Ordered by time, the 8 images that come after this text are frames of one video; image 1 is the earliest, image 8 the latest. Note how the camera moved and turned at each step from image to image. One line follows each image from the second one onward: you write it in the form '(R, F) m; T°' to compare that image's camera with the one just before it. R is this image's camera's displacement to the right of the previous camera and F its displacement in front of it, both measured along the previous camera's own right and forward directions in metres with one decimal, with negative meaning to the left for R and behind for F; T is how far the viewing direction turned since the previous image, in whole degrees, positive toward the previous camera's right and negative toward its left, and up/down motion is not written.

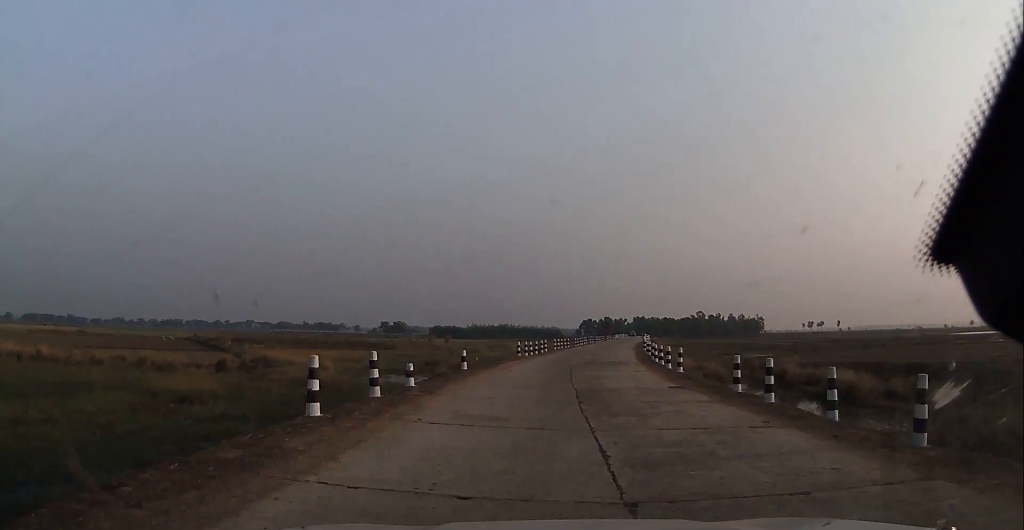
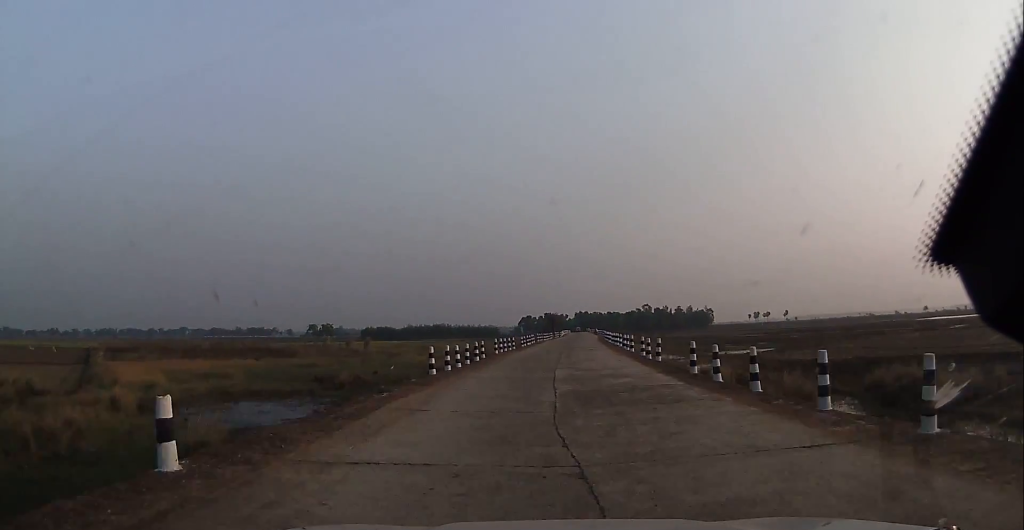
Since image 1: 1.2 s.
(+1.1, +21.6) m; +5°
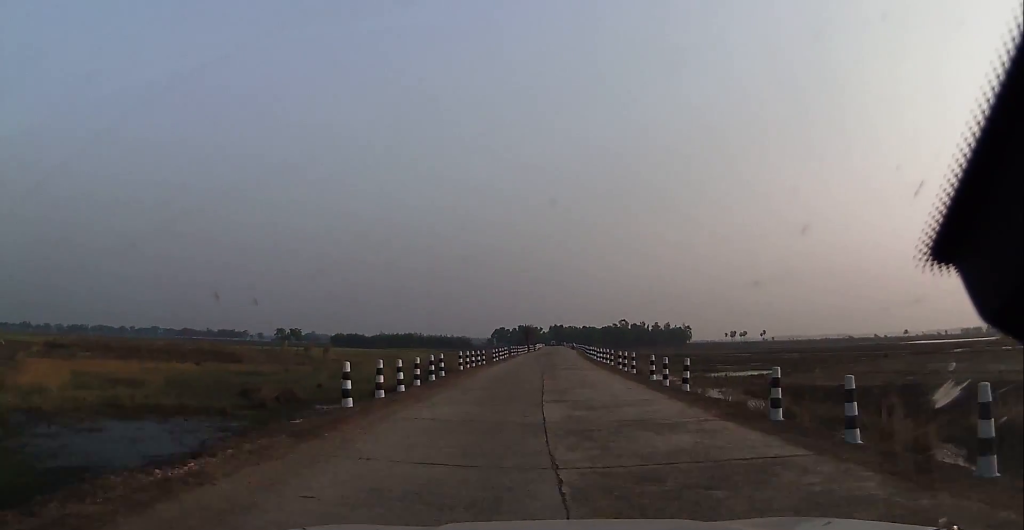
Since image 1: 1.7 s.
(+0.2, +9.3) m; +1°
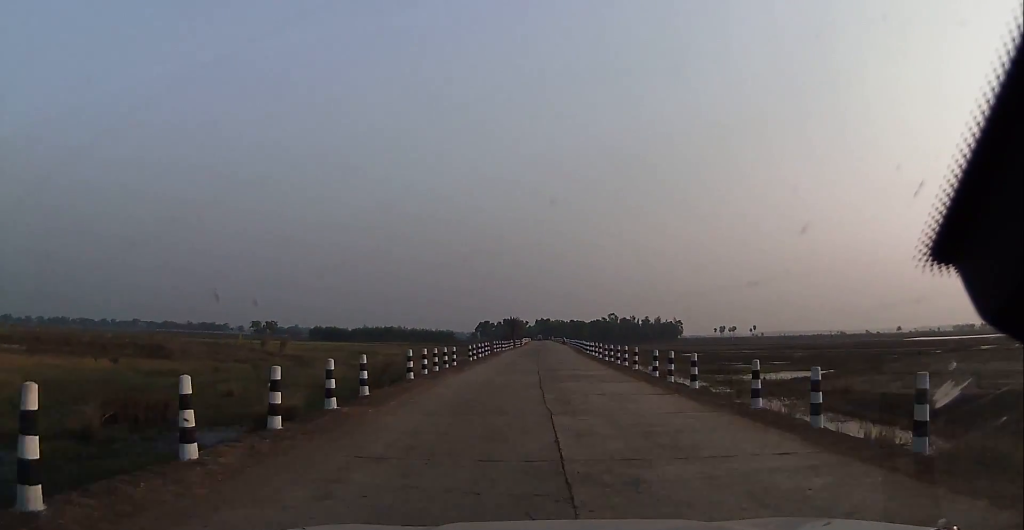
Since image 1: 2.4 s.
(0.0, +13.9) m; 0°
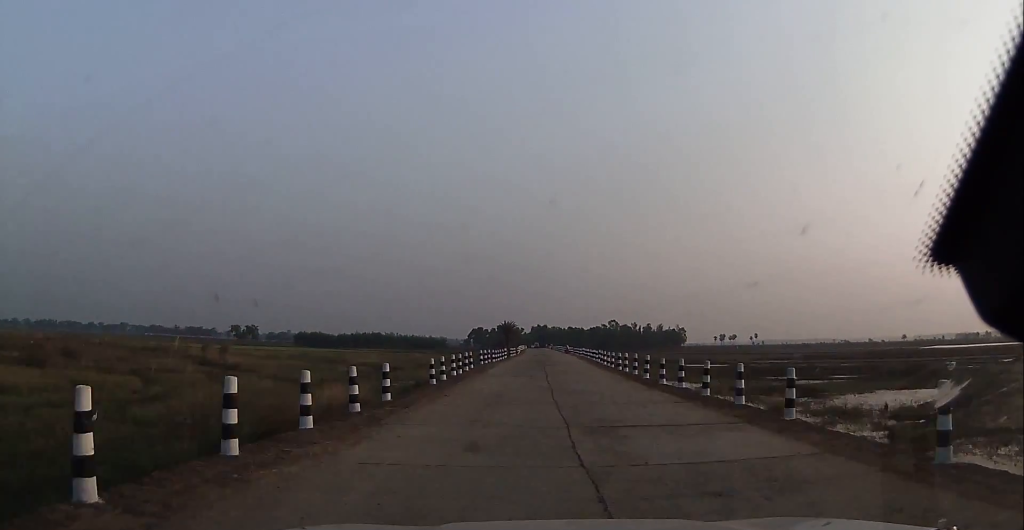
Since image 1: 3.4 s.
(0.0, +19.0) m; -1°
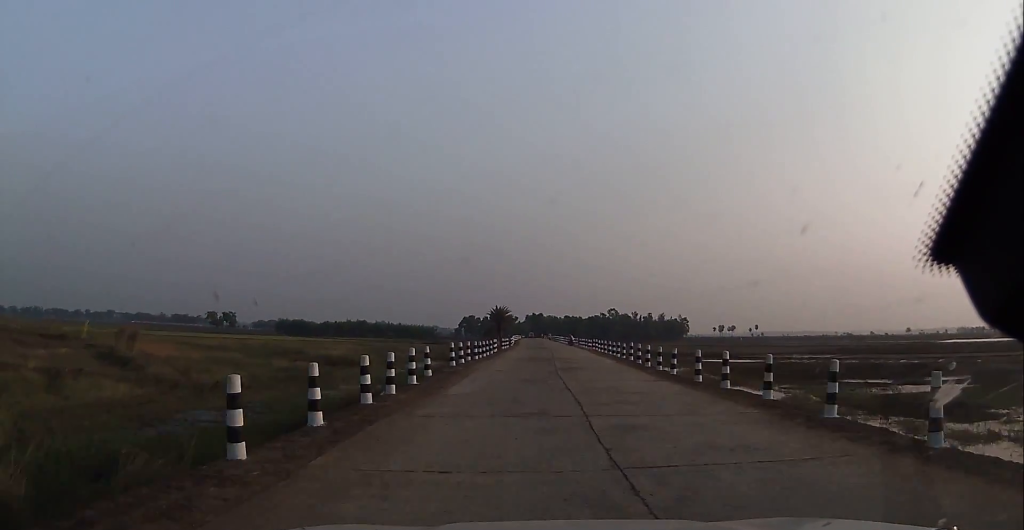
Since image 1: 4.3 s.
(-0.2, +18.2) m; +3°
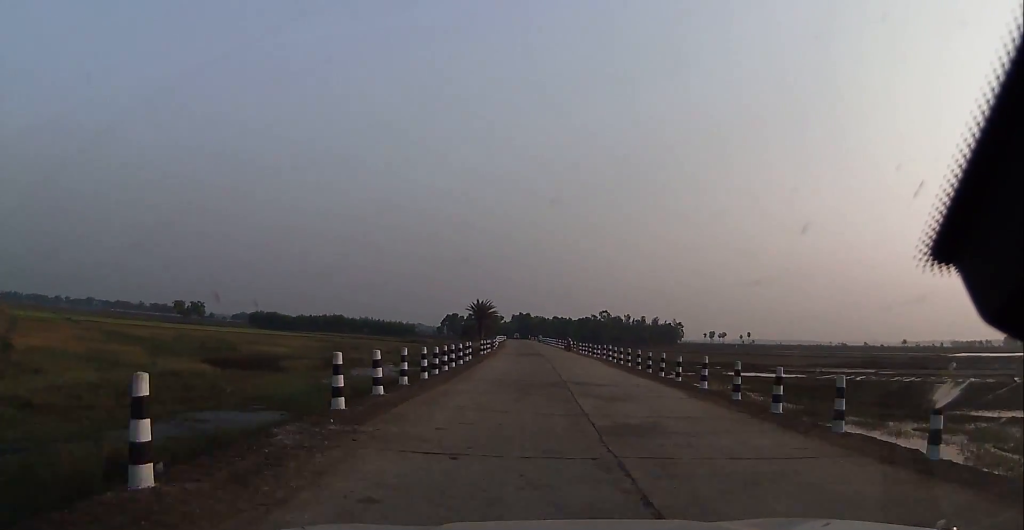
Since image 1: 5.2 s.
(+0.9, +17.9) m; +1°
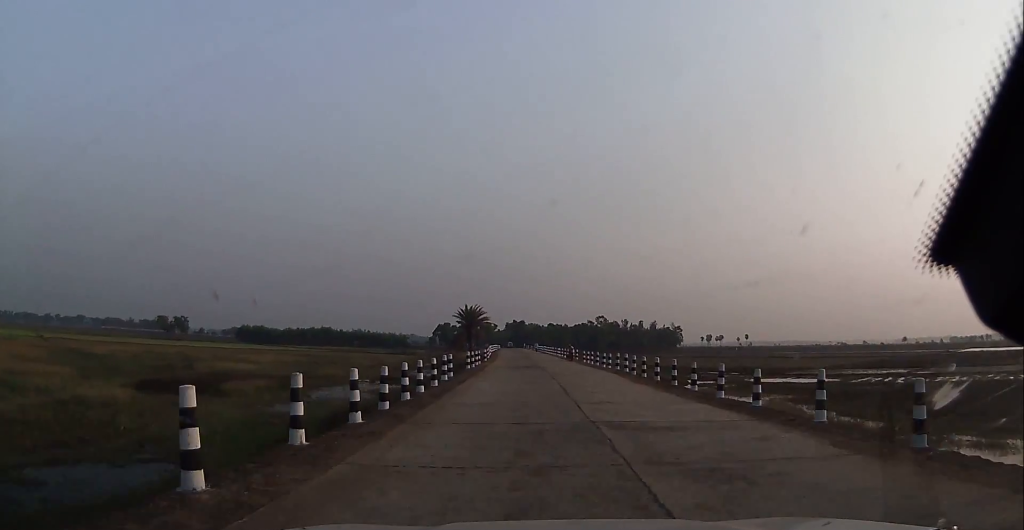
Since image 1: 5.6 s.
(+0.3, +9.1) m; 0°
